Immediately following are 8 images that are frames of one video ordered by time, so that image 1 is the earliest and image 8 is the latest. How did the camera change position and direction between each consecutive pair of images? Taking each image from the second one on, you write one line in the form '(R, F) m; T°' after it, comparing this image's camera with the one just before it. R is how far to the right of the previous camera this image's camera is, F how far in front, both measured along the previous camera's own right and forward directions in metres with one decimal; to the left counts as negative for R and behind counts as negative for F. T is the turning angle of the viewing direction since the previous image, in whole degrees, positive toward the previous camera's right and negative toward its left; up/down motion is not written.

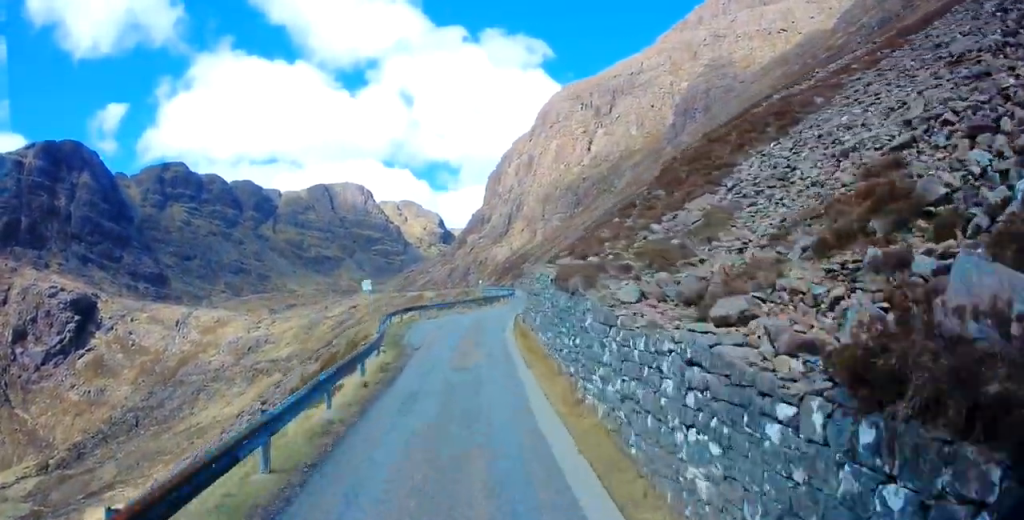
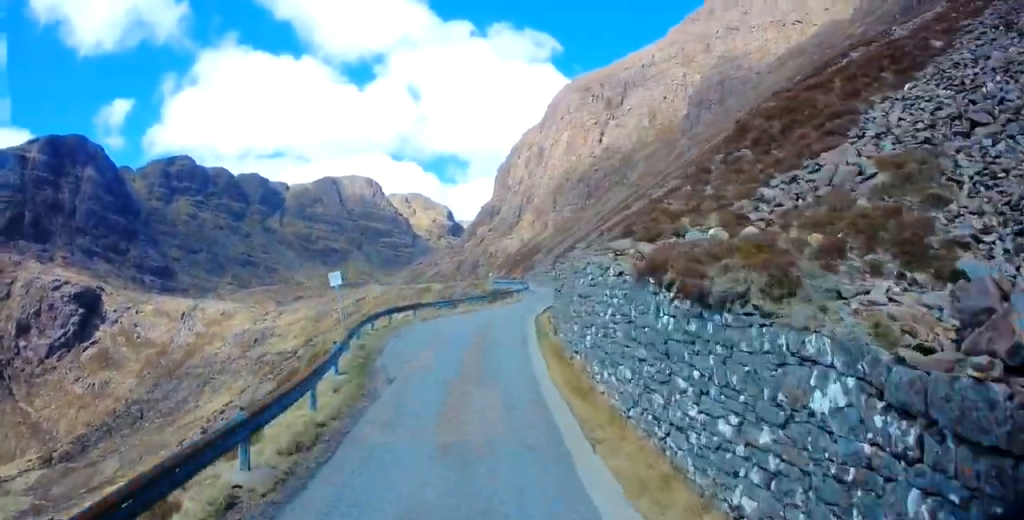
(+0.6, +5.0) m; +1°
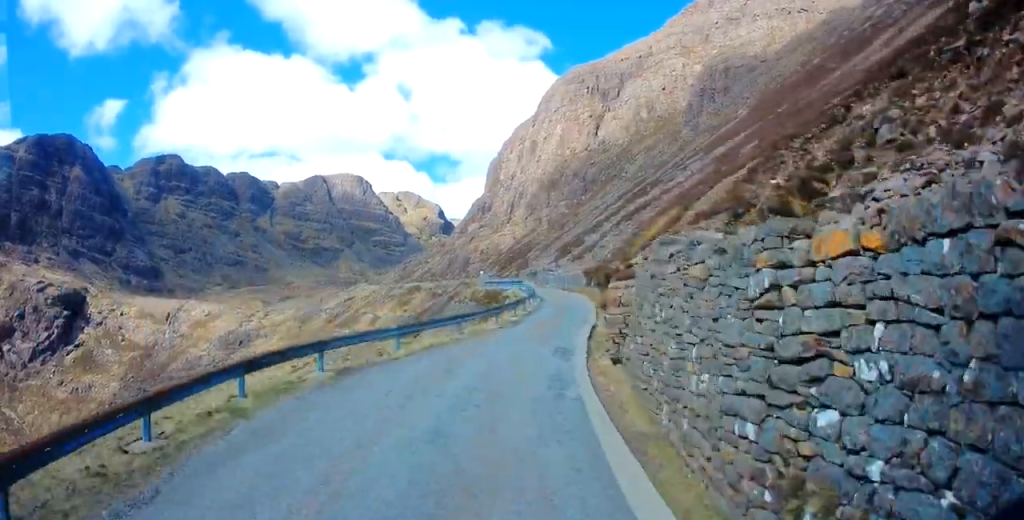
(-0.5, +15.2) m; -3°
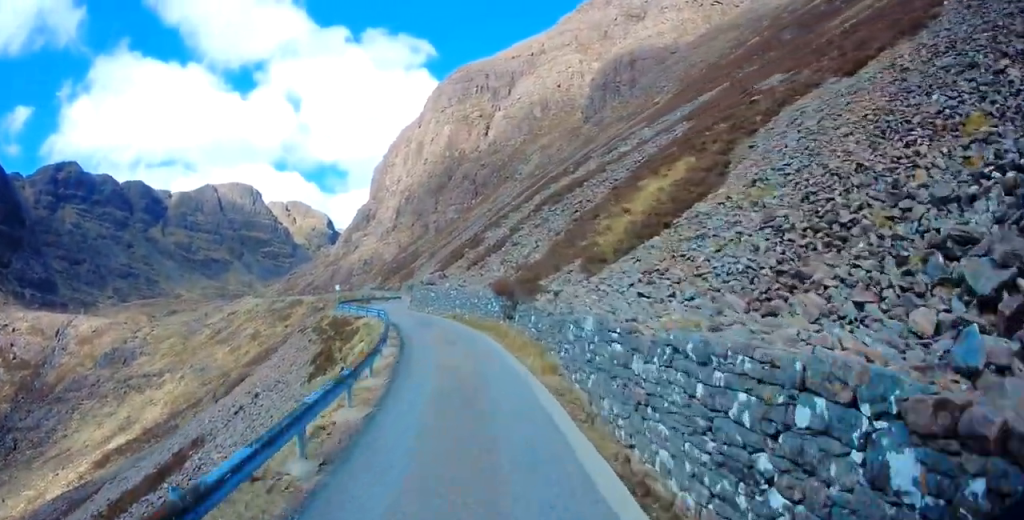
(0.0, +26.0) m; 0°
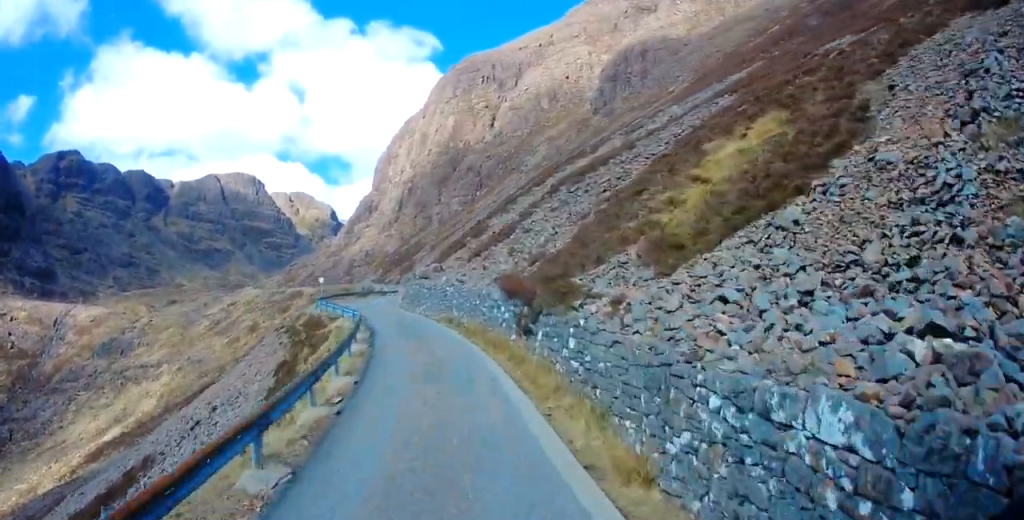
(0.0, +7.4) m; 0°
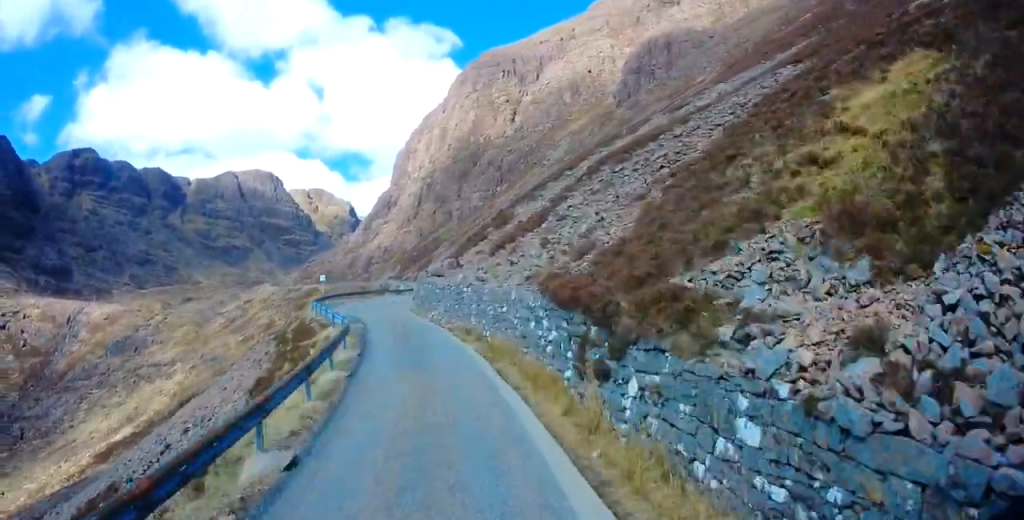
(0.0, +6.0) m; -1°
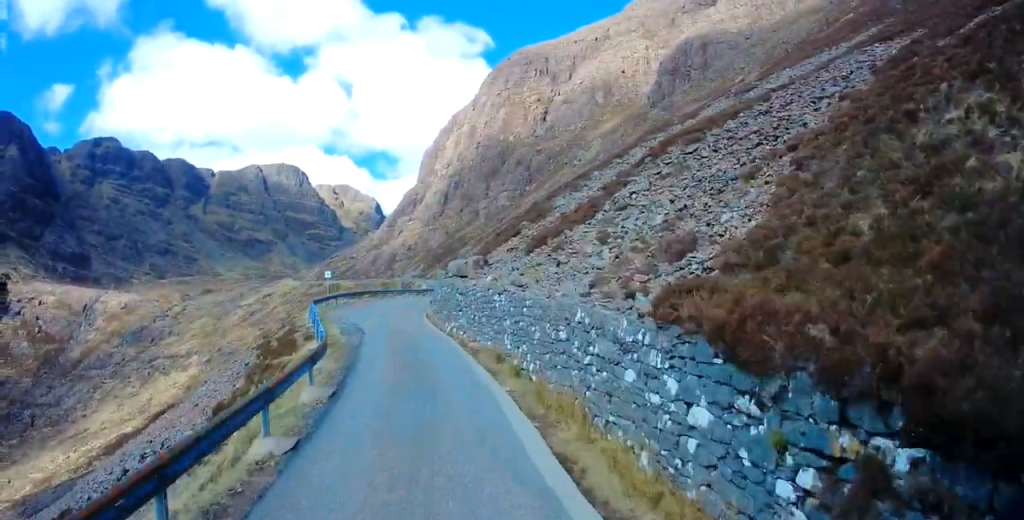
(+0.1, +6.5) m; -1°
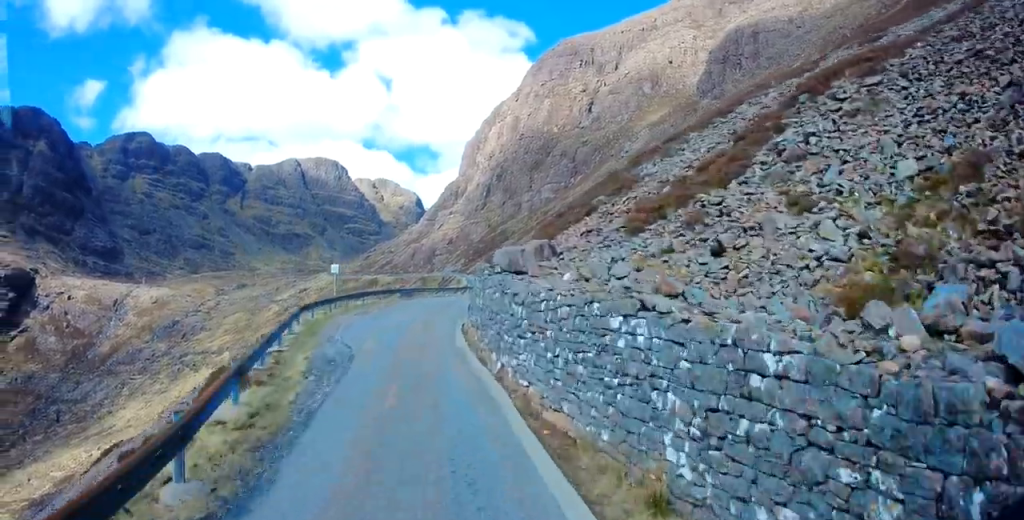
(-0.2, +9.3) m; -3°
